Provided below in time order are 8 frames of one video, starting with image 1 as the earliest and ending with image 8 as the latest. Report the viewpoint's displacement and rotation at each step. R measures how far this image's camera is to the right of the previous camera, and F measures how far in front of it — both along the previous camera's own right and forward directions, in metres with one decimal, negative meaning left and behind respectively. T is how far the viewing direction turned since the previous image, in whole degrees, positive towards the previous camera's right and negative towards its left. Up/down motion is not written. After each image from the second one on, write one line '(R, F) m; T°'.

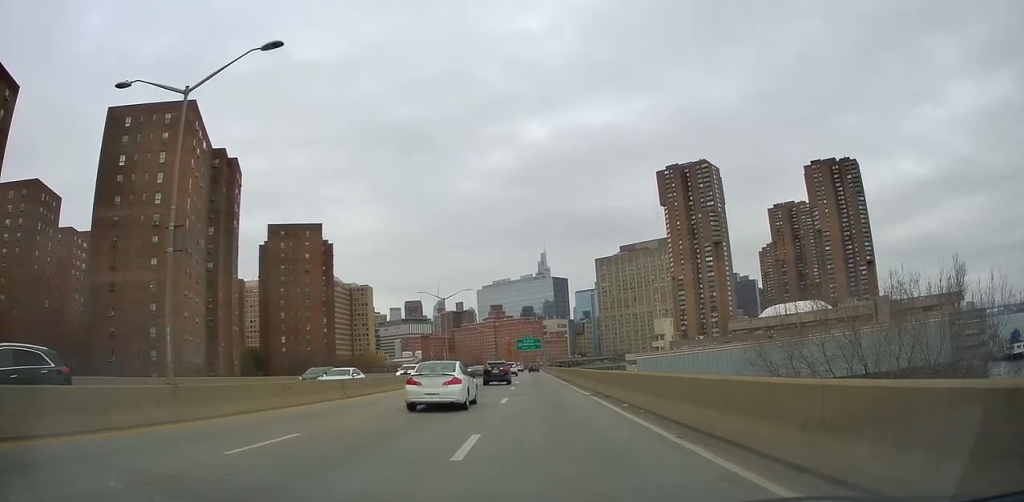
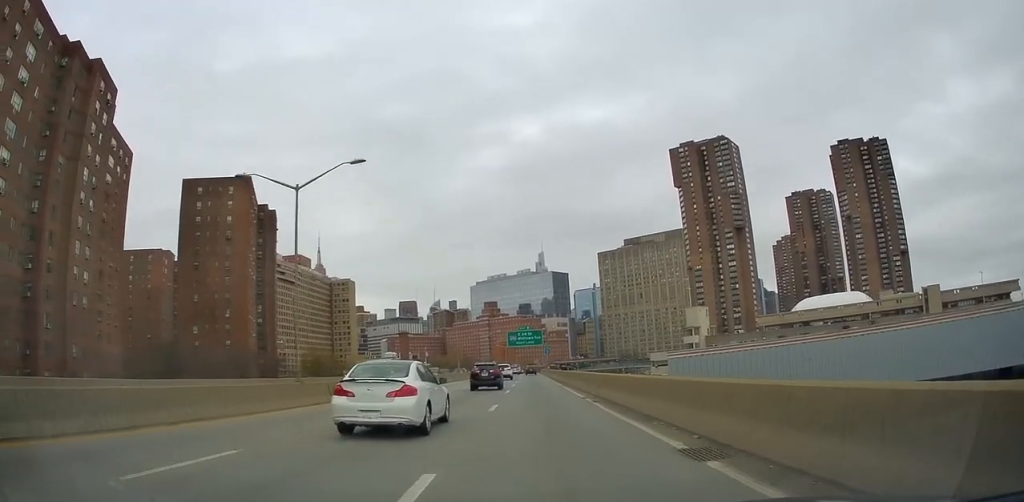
(+0.3, +38.9) m; 0°
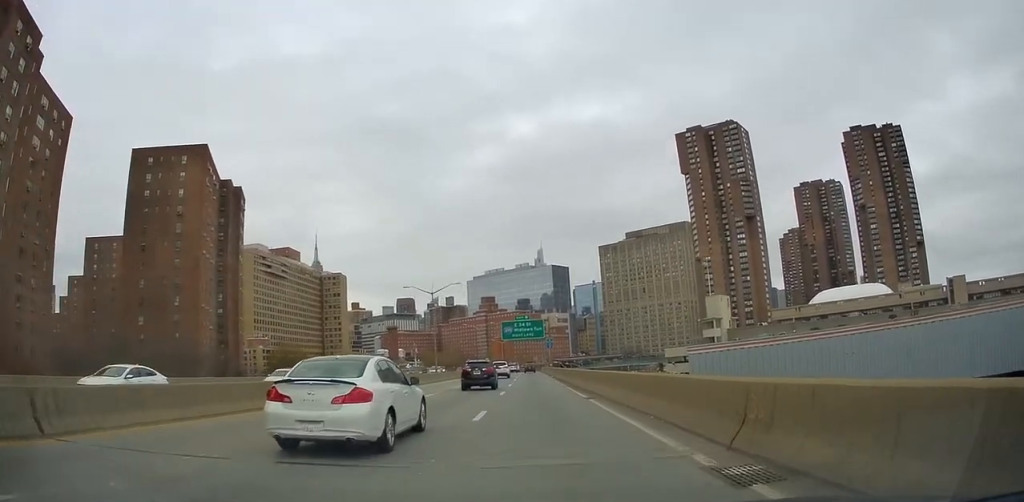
(-0.2, +16.5) m; 0°
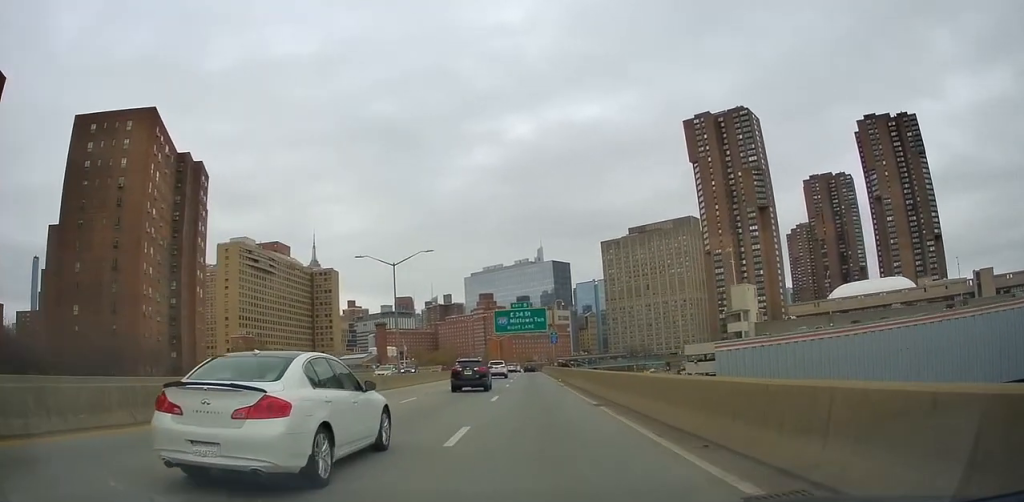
(-0.1, +16.0) m; +1°
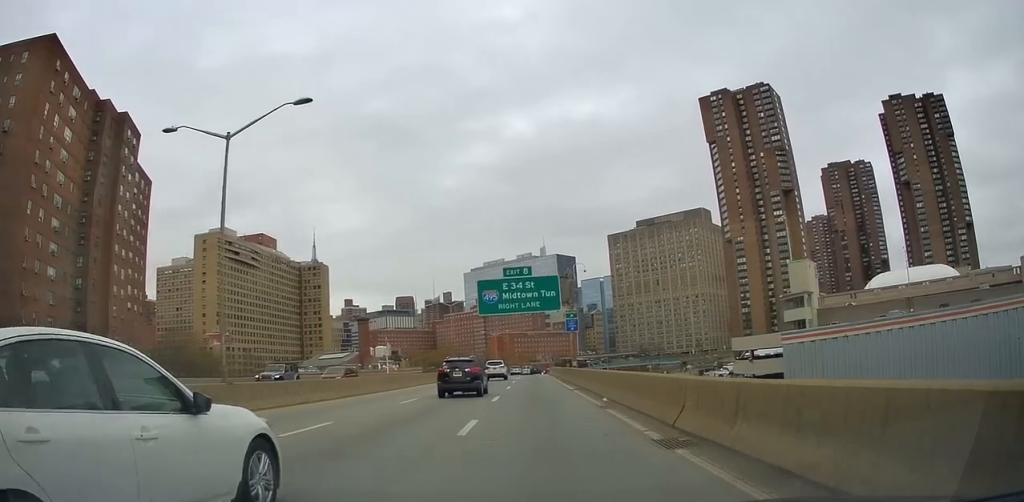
(+0.4, +24.8) m; 0°
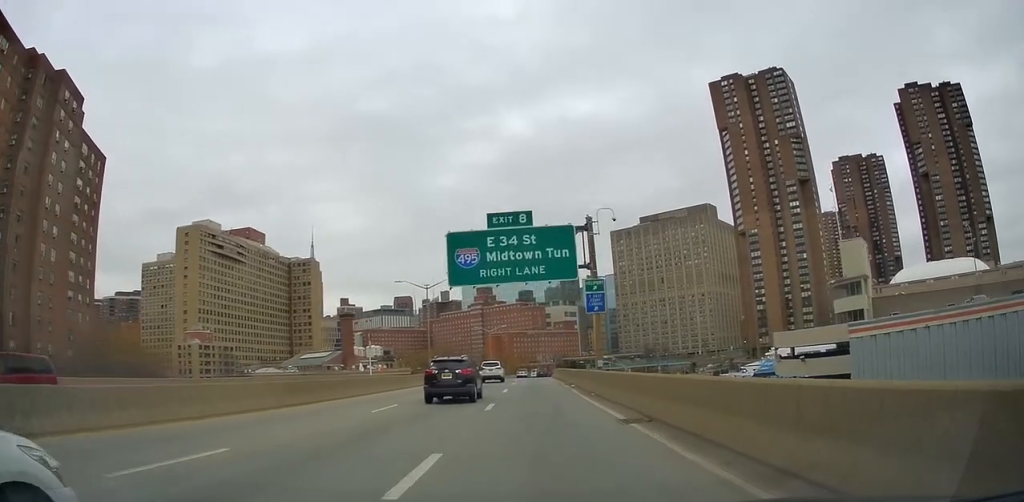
(-0.2, +16.0) m; -1°
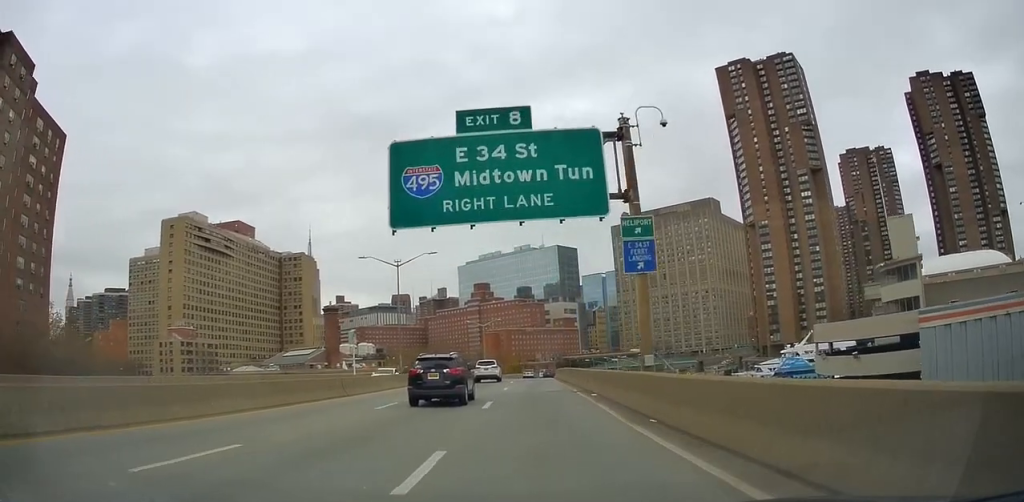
(0.0, +11.6) m; 0°
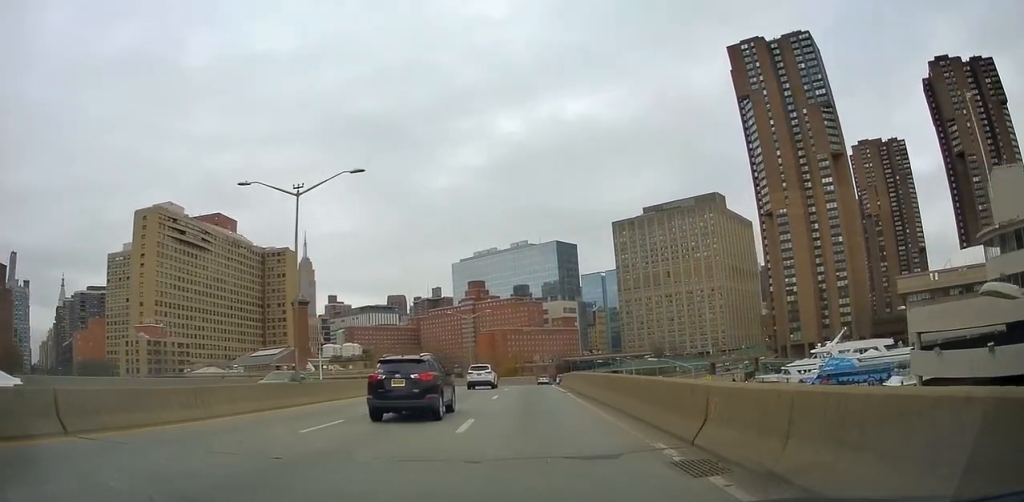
(0.0, +18.9) m; 0°
